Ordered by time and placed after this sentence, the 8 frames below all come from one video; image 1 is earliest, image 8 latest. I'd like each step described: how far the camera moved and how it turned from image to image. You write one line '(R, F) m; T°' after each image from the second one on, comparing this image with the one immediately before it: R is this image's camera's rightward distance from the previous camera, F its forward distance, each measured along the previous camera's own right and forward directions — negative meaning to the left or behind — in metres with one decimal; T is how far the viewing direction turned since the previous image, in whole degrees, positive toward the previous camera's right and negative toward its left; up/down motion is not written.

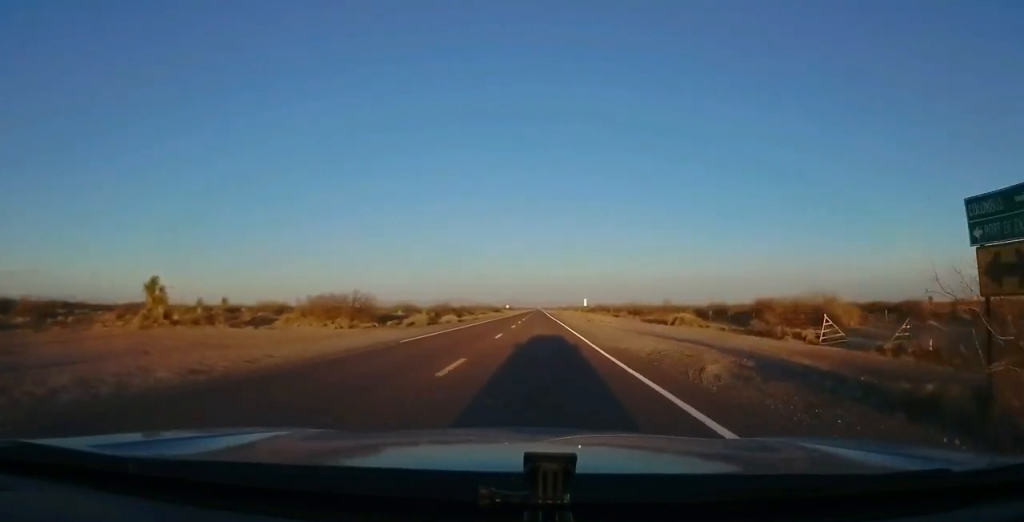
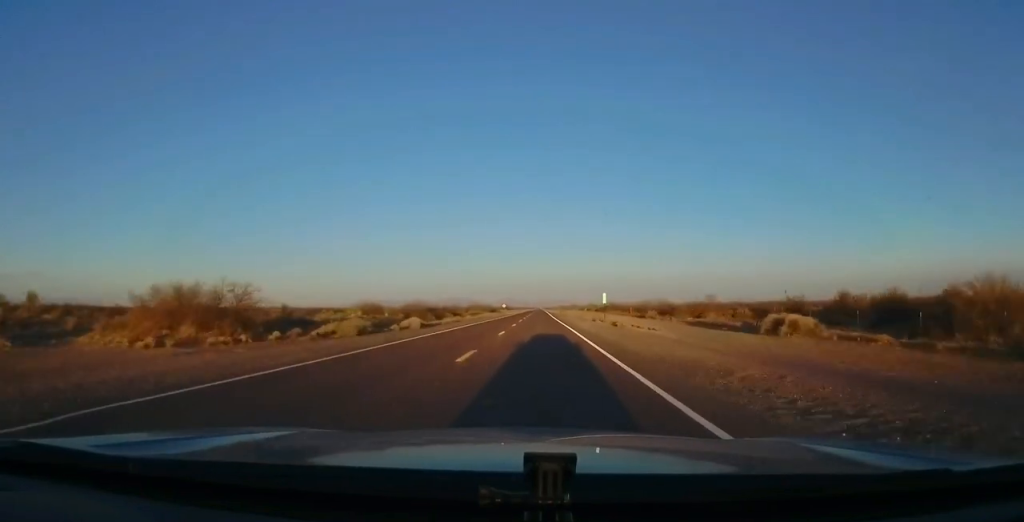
(-0.4, +22.4) m; 0°
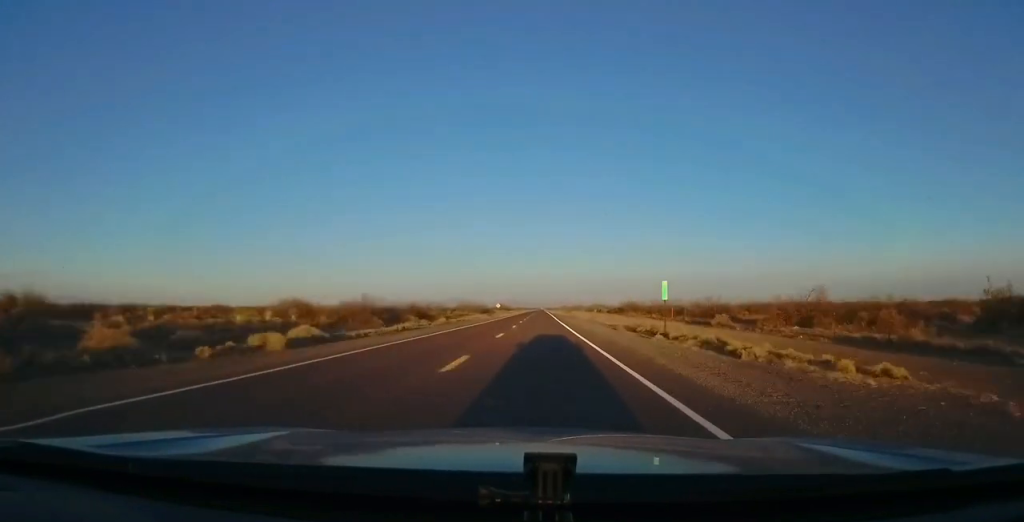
(+0.4, +26.4) m; +1°
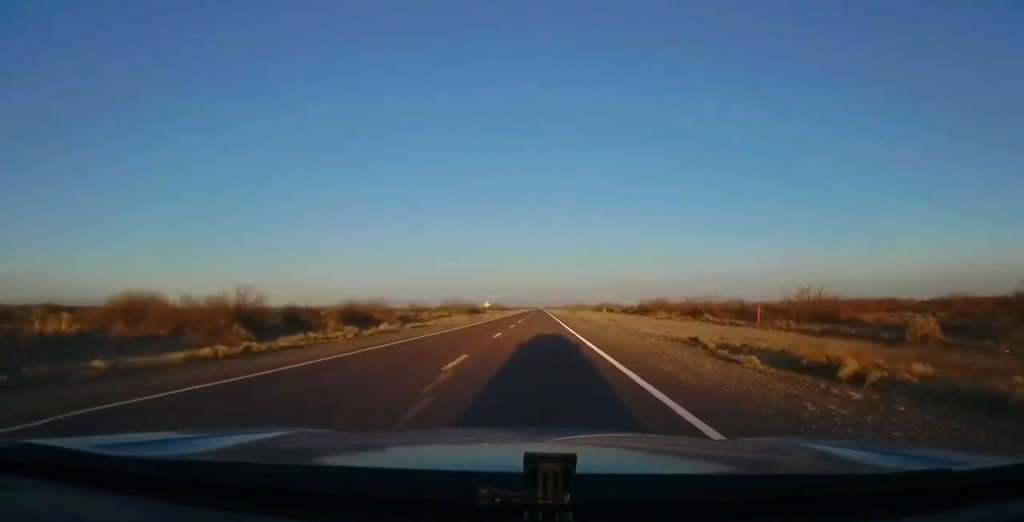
(+0.1, +24.4) m; 0°
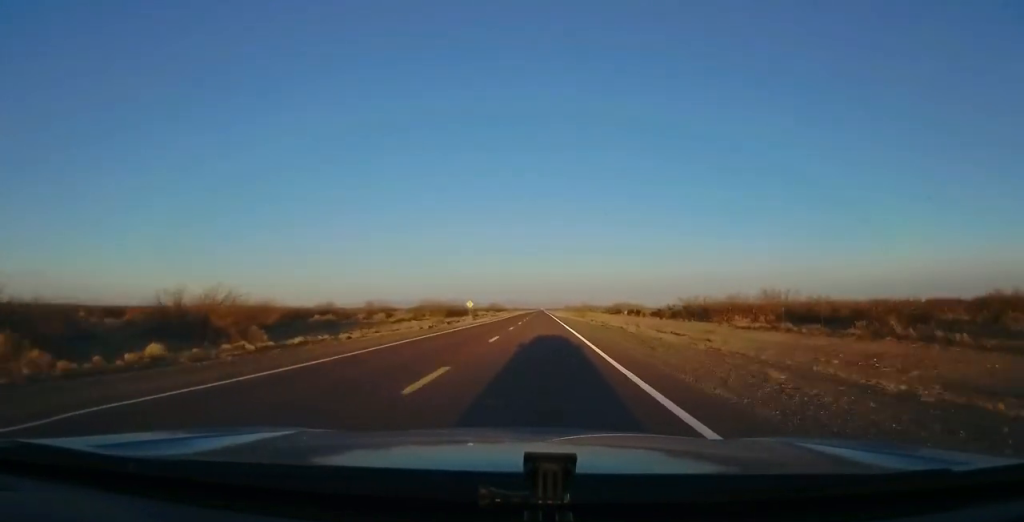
(0.0, +27.5) m; -1°
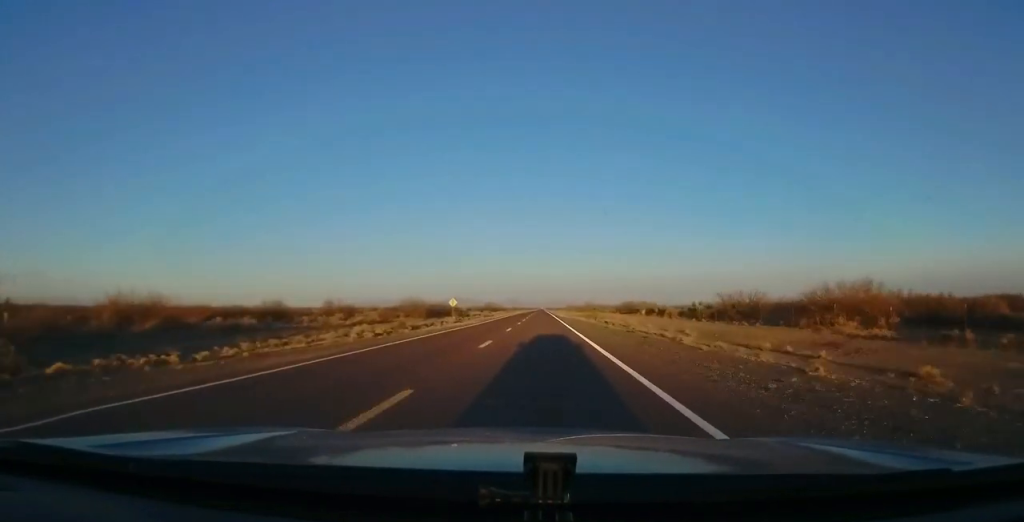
(+0.1, +15.8) m; 0°
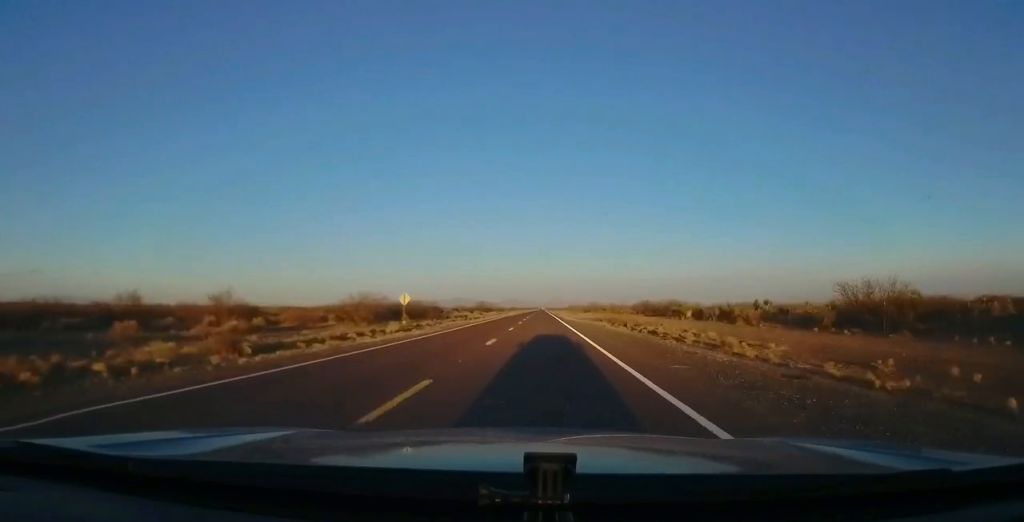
(-0.5, +23.6) m; 0°
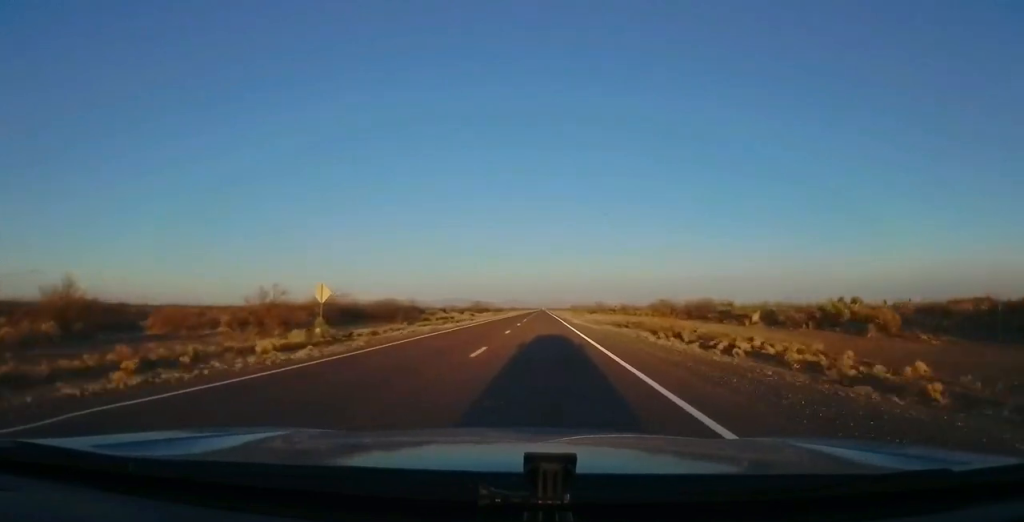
(+0.2, +16.7) m; 0°
